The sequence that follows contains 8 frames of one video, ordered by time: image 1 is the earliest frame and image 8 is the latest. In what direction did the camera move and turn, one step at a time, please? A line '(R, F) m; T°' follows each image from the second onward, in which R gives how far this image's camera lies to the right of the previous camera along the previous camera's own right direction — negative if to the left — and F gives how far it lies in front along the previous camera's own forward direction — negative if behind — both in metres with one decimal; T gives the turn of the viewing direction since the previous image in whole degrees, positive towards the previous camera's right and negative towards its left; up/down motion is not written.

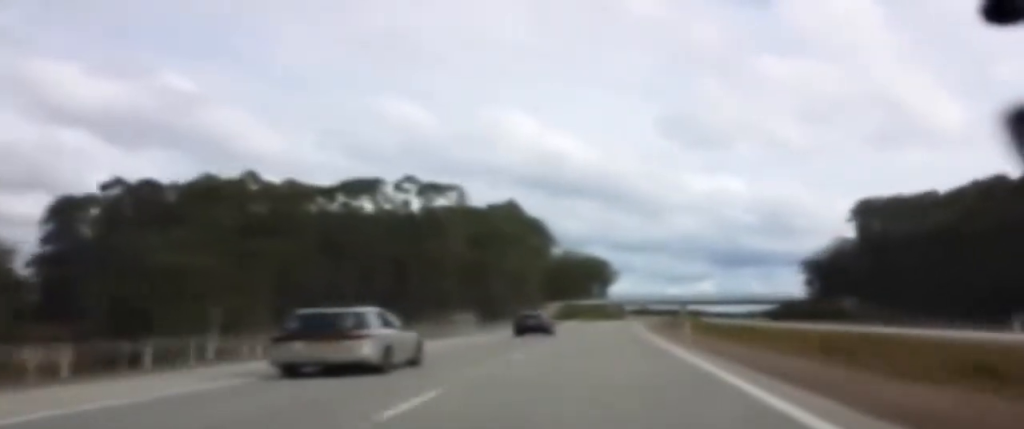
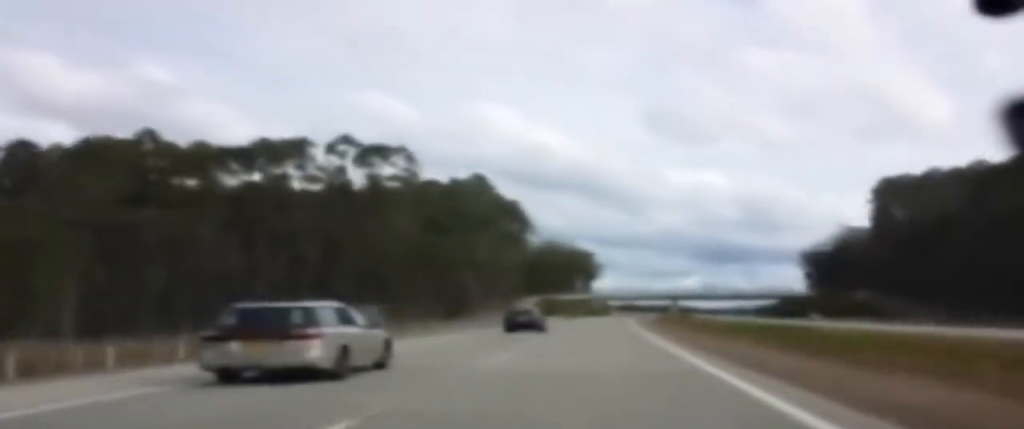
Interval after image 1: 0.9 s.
(0.0, +28.2) m; 0°
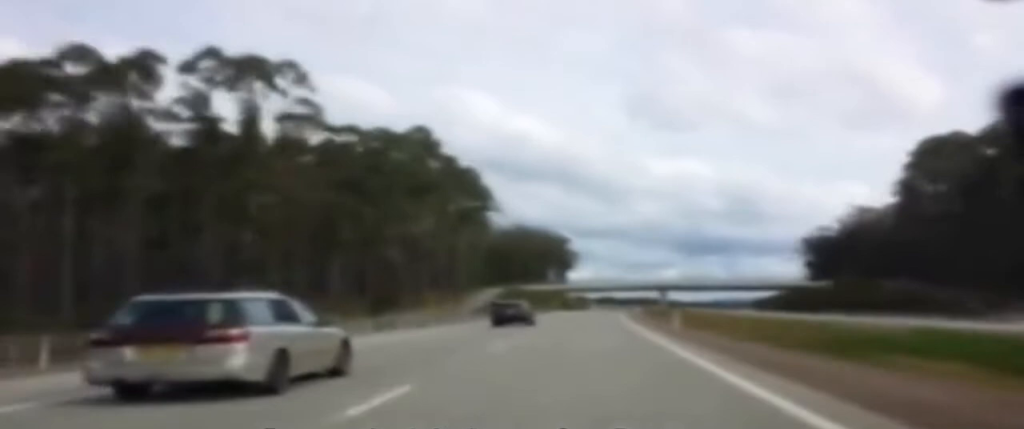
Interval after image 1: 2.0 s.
(-0.2, +33.1) m; 0°
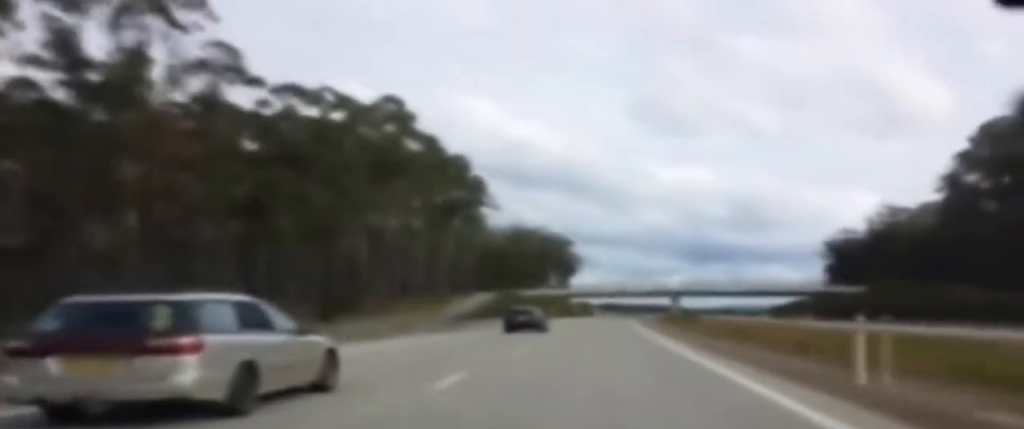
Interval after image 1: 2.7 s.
(+0.1, +21.0) m; 0°
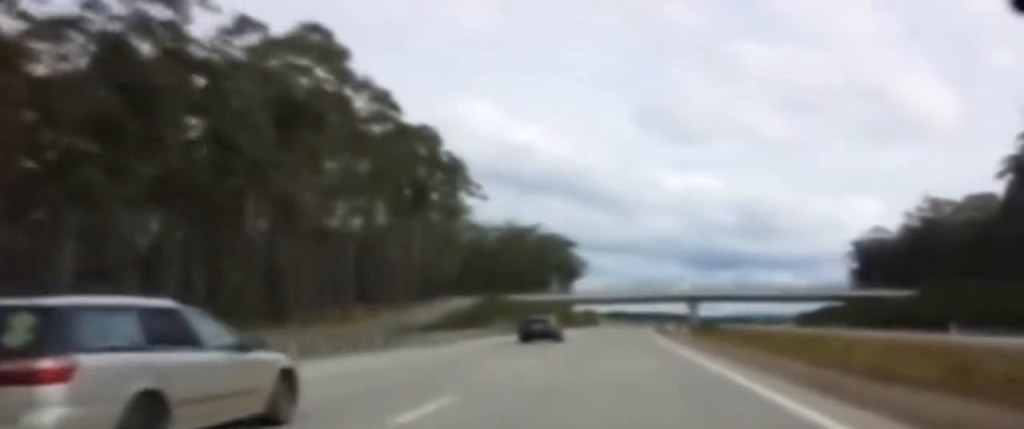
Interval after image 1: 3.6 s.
(+0.1, +27.0) m; +1°
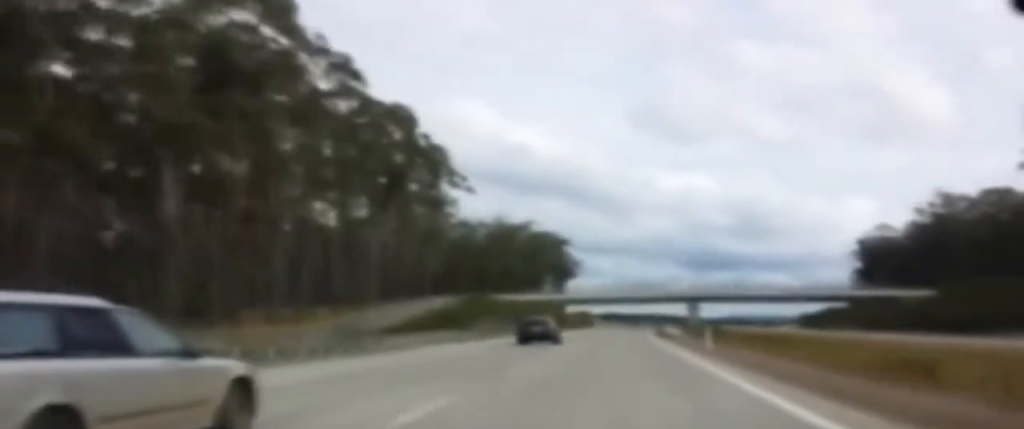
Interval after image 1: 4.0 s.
(-0.1, +12.0) m; 0°
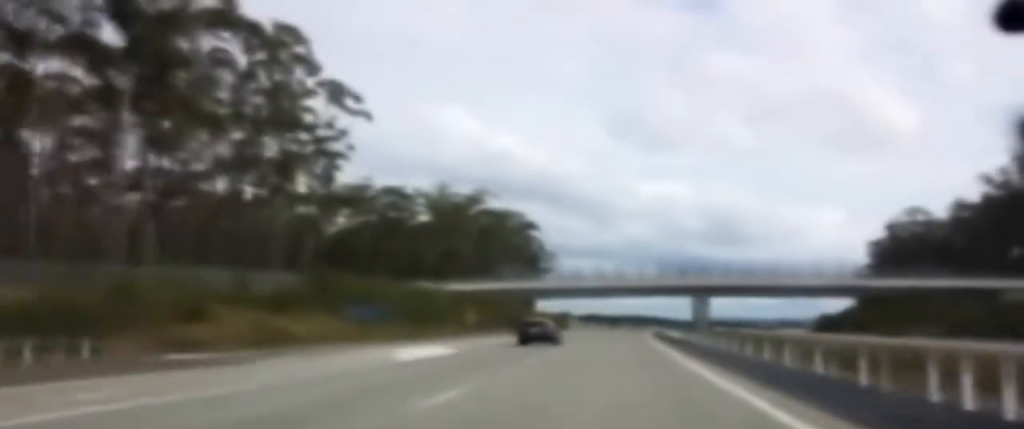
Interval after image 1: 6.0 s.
(+1.7, +59.5) m; +1°
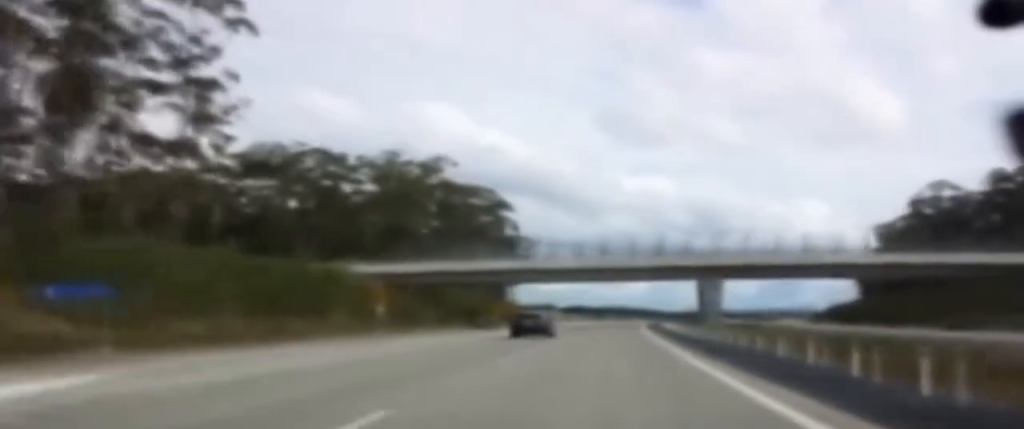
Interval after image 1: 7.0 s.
(-0.4, +29.5) m; -1°
